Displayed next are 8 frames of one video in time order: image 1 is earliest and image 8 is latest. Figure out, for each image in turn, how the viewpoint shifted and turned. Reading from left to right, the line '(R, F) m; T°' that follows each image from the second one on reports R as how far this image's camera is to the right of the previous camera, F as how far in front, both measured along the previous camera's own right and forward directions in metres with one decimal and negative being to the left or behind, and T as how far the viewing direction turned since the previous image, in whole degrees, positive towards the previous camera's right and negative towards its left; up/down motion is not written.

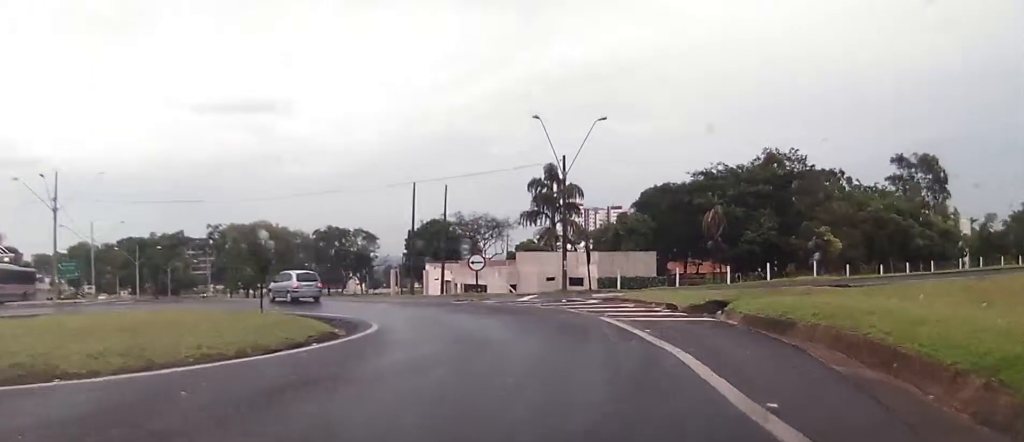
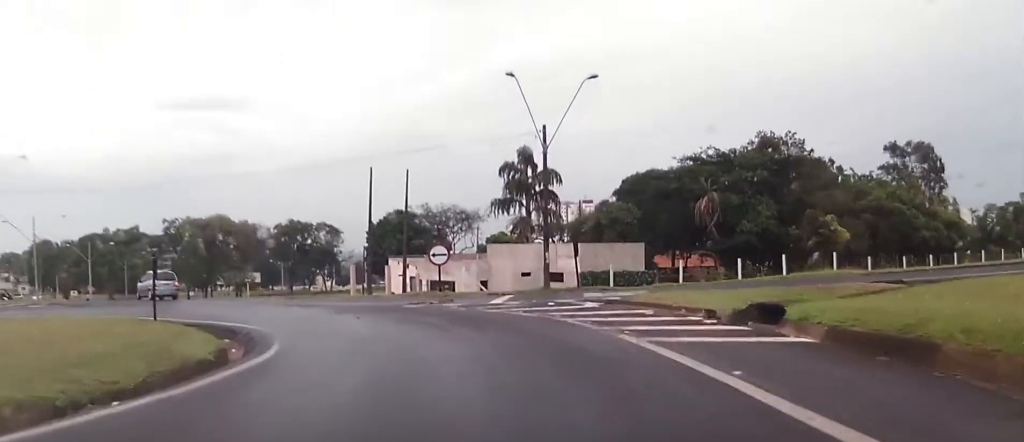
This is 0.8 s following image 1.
(+0.4, +7.1) m; +6°
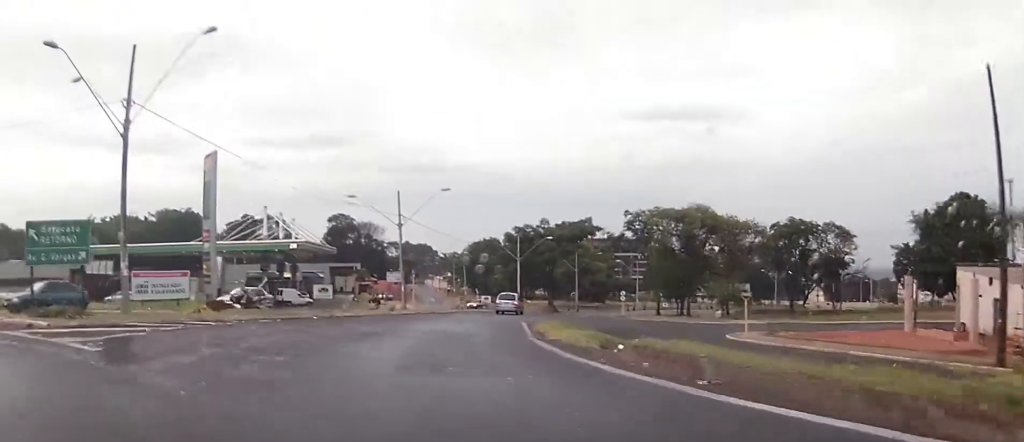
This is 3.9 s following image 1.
(-5.2, +26.8) m; -31°
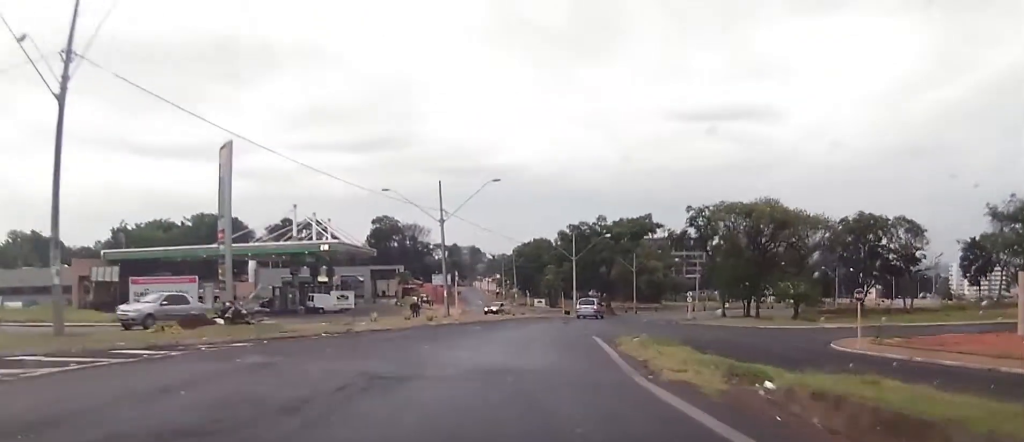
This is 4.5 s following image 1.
(-0.6, +7.6) m; -2°
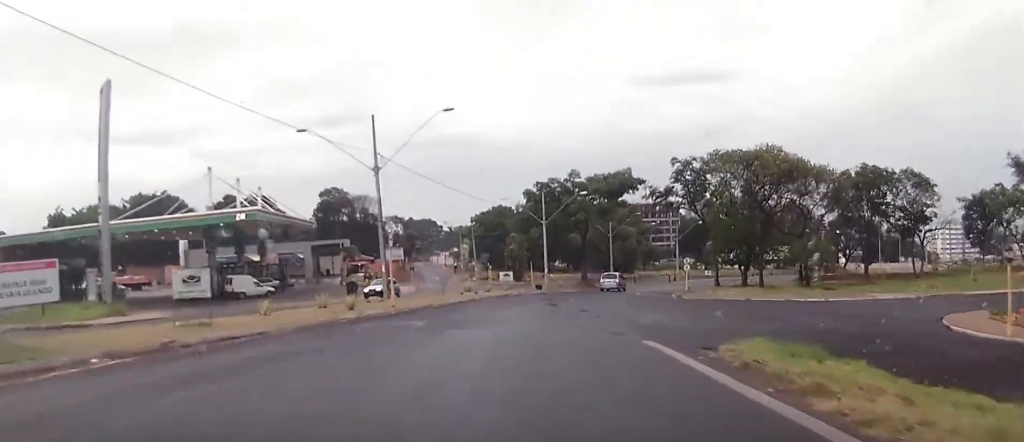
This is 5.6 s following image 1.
(-0.1, +14.4) m; +2°
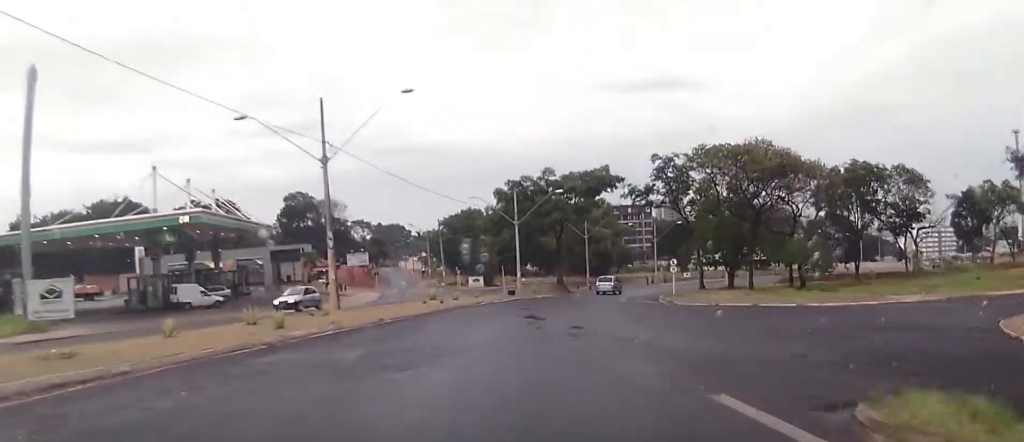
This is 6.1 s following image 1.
(+0.1, +6.0) m; +2°
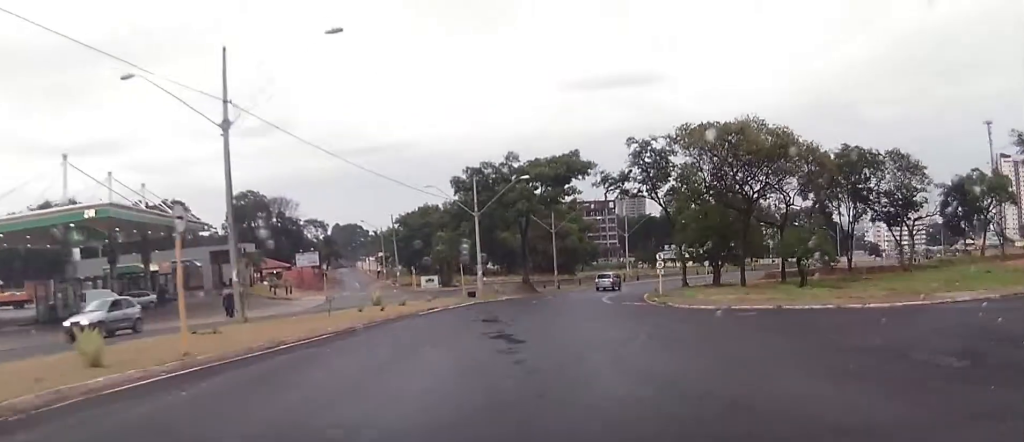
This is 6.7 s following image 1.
(+0.3, +8.5) m; +2°
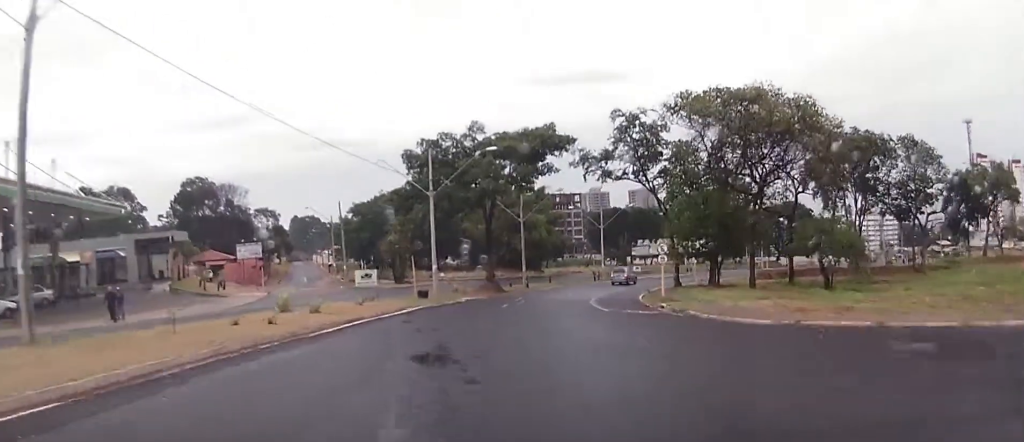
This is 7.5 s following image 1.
(+0.2, +10.6) m; +3°
